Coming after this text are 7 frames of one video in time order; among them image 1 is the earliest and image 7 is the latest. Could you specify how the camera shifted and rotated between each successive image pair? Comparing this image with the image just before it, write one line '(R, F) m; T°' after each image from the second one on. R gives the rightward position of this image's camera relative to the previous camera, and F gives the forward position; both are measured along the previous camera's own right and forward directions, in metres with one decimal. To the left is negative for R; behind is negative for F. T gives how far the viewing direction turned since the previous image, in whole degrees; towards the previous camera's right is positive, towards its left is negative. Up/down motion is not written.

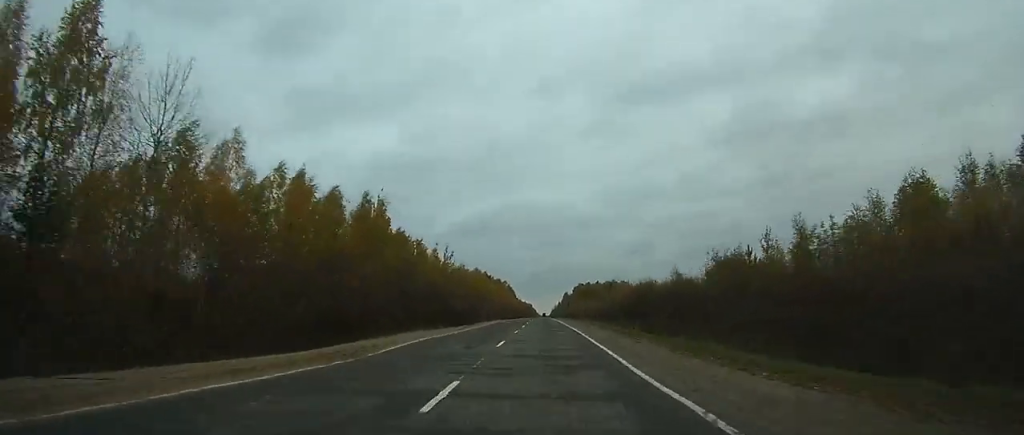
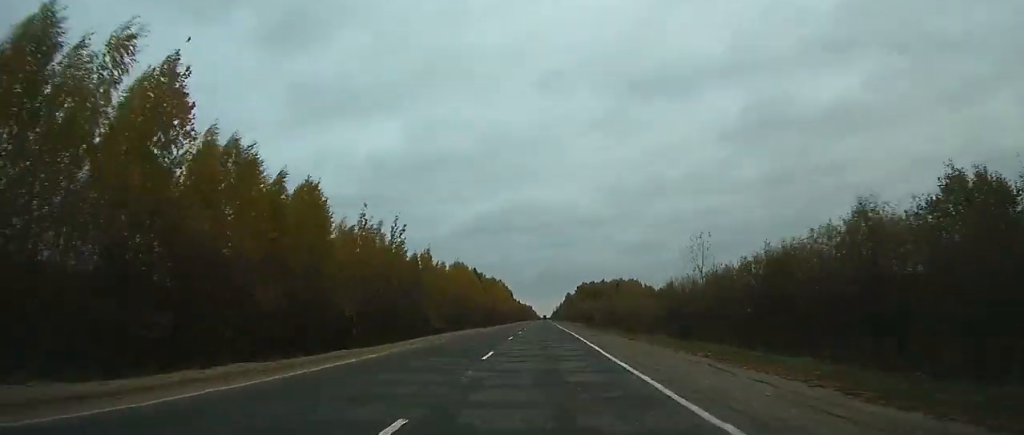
(0.0, +39.5) m; 0°
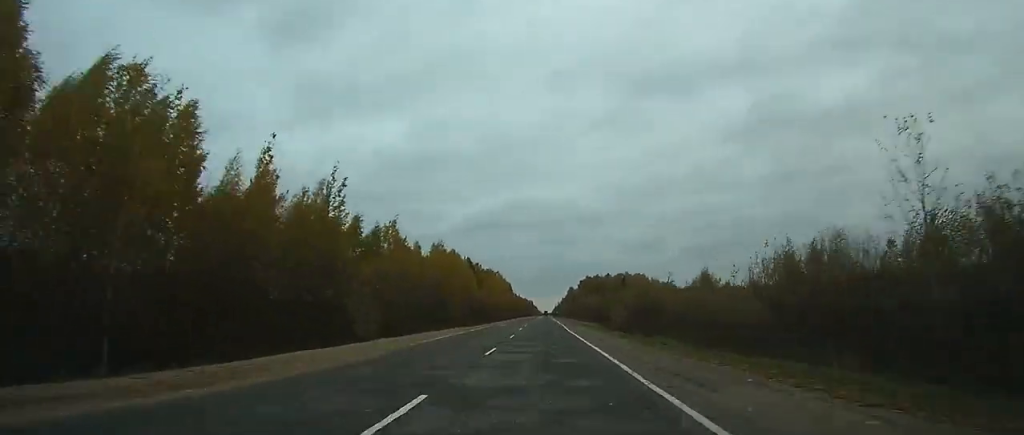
(0.0, +22.1) m; 0°
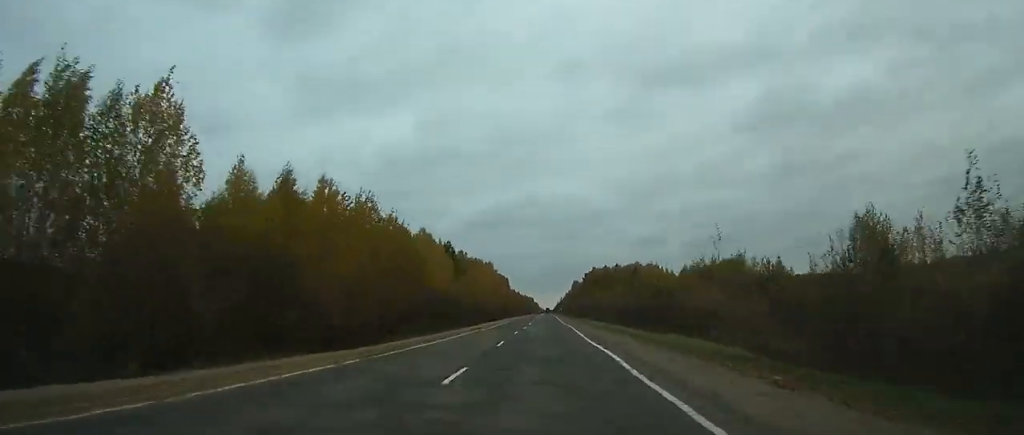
(0.0, +41.3) m; 0°
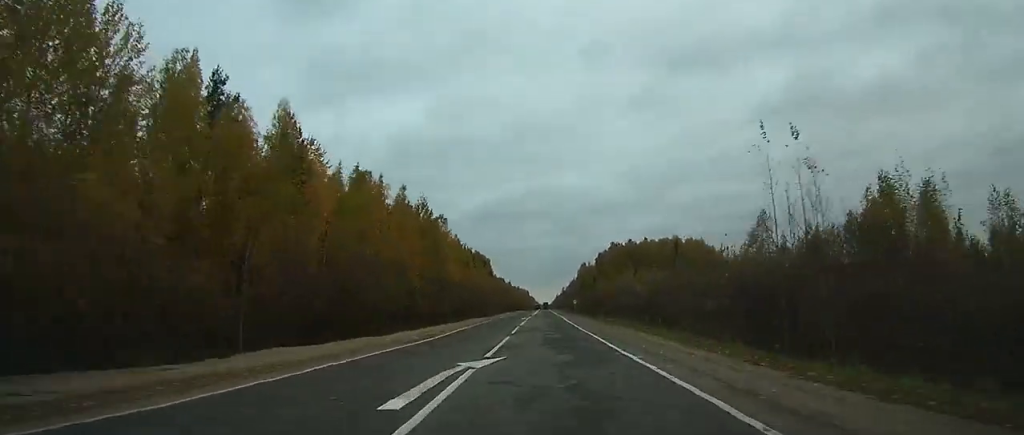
(0.0, +101.6) m; 0°
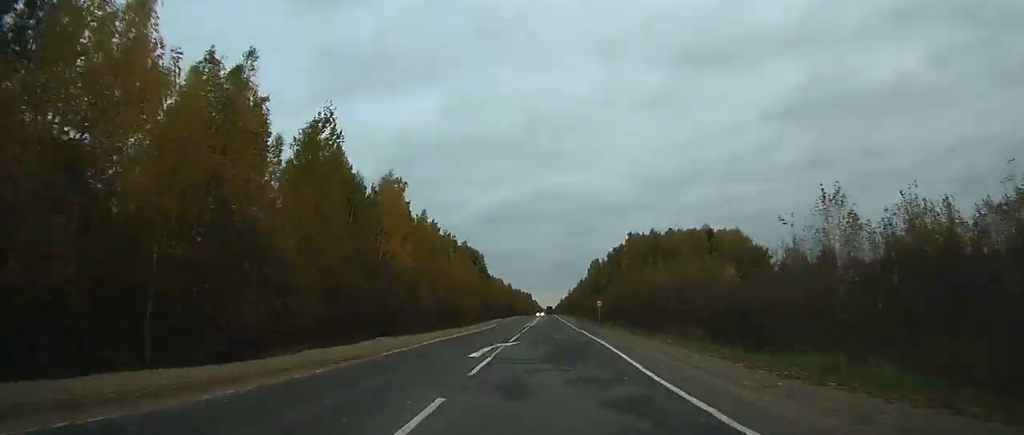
(-0.1, +41.5) m; 0°
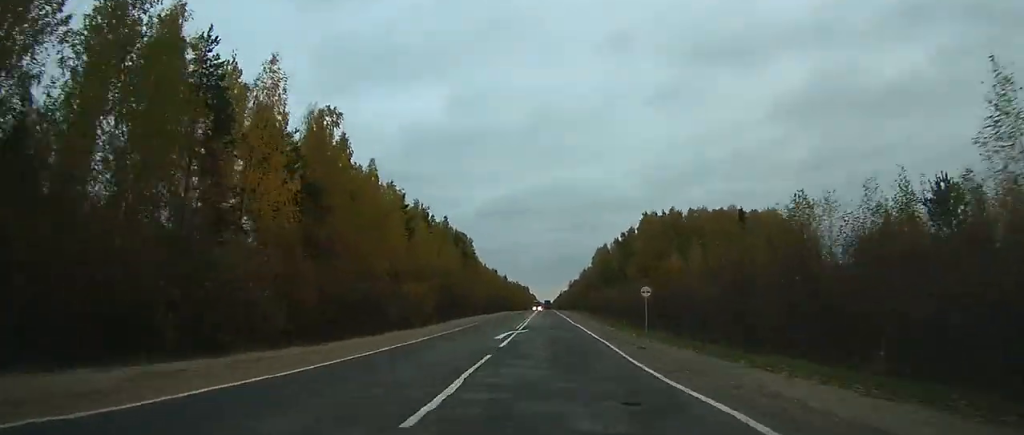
(0.0, +30.2) m; 0°
